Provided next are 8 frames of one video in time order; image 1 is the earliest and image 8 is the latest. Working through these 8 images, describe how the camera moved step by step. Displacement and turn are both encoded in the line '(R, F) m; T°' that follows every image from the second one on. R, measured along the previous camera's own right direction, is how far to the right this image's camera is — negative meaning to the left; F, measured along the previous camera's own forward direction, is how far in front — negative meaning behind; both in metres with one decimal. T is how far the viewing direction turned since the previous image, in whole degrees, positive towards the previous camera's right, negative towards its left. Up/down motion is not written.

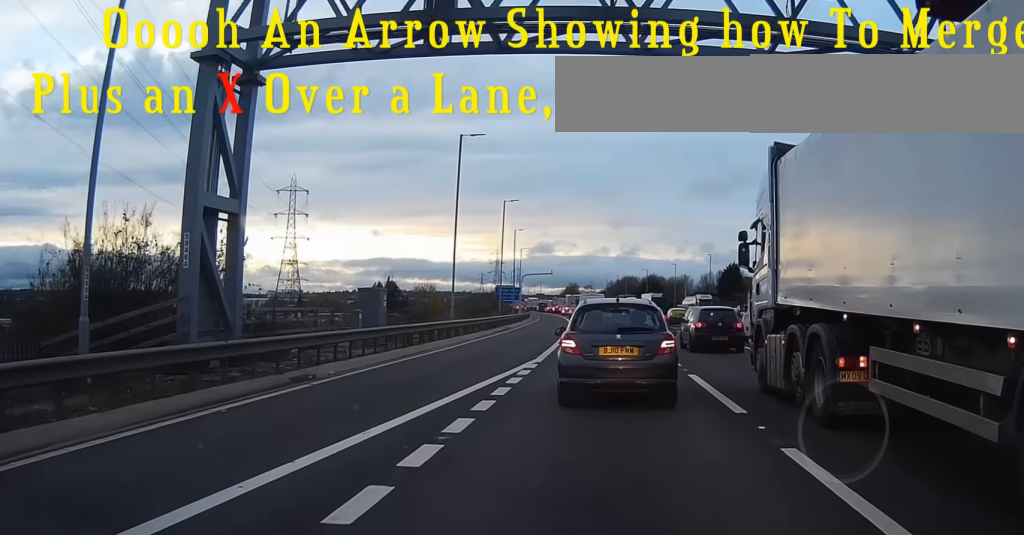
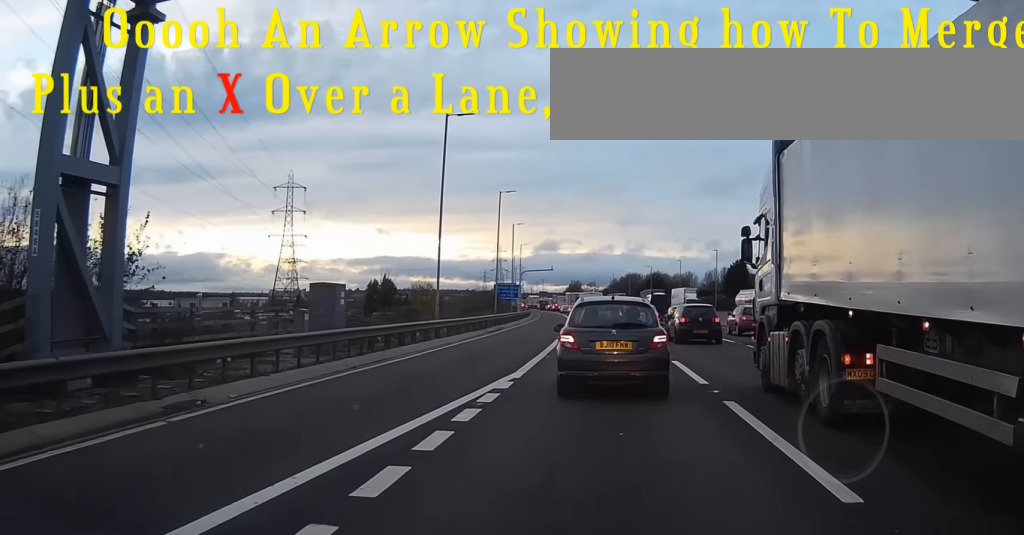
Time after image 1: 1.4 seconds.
(-0.2, +5.1) m; -1°
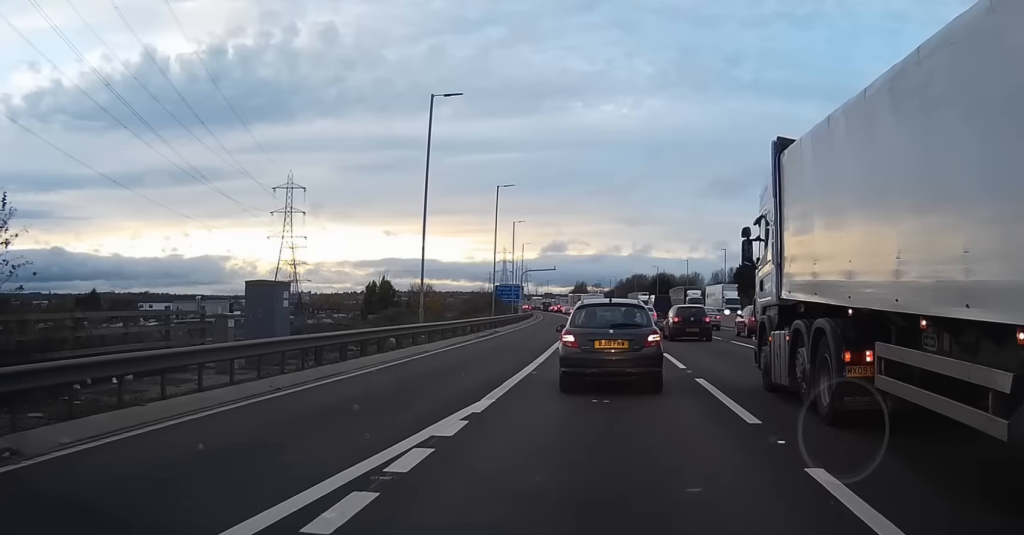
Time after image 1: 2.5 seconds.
(+0.1, +5.1) m; 0°
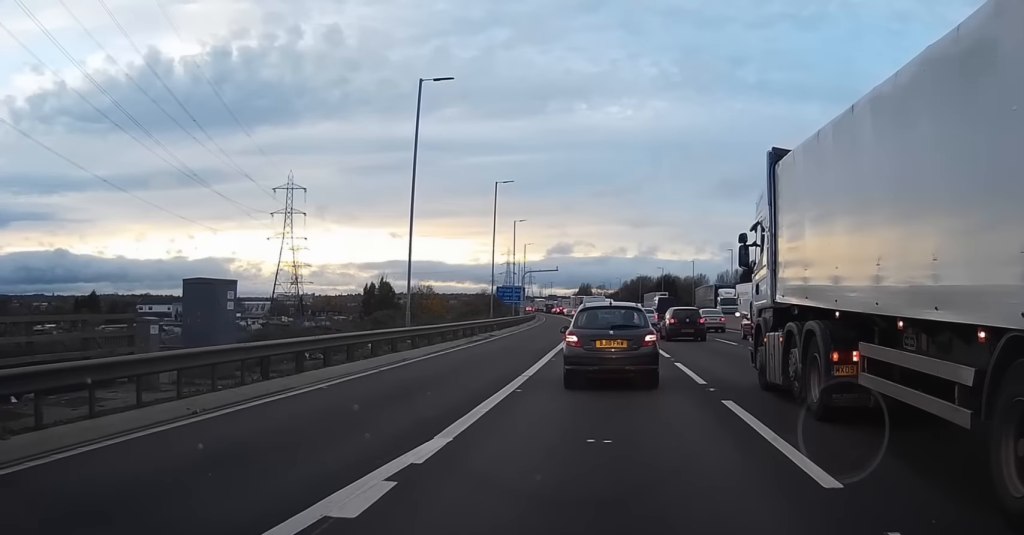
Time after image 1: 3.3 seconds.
(-0.1, +3.7) m; -1°
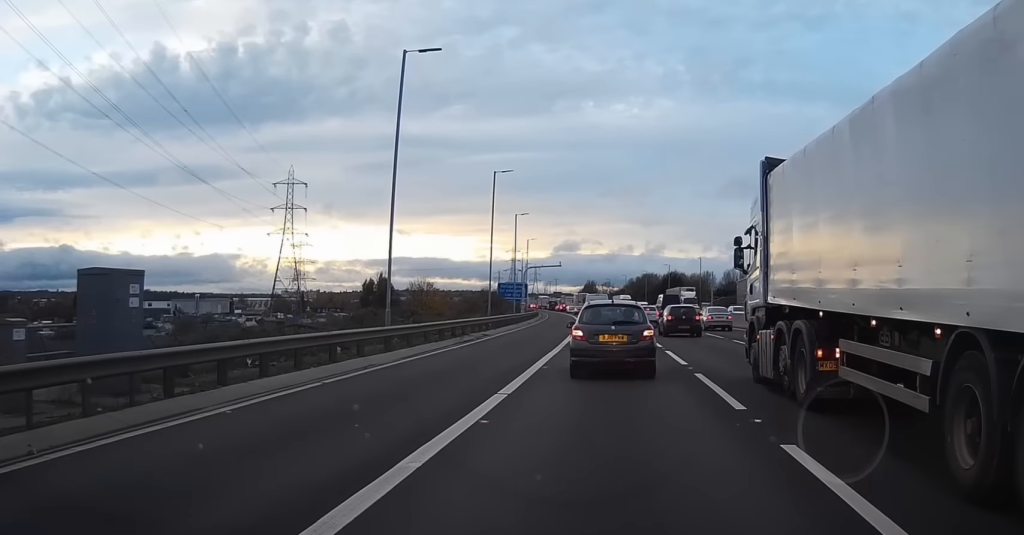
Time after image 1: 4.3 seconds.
(0.0, +4.5) m; 0°
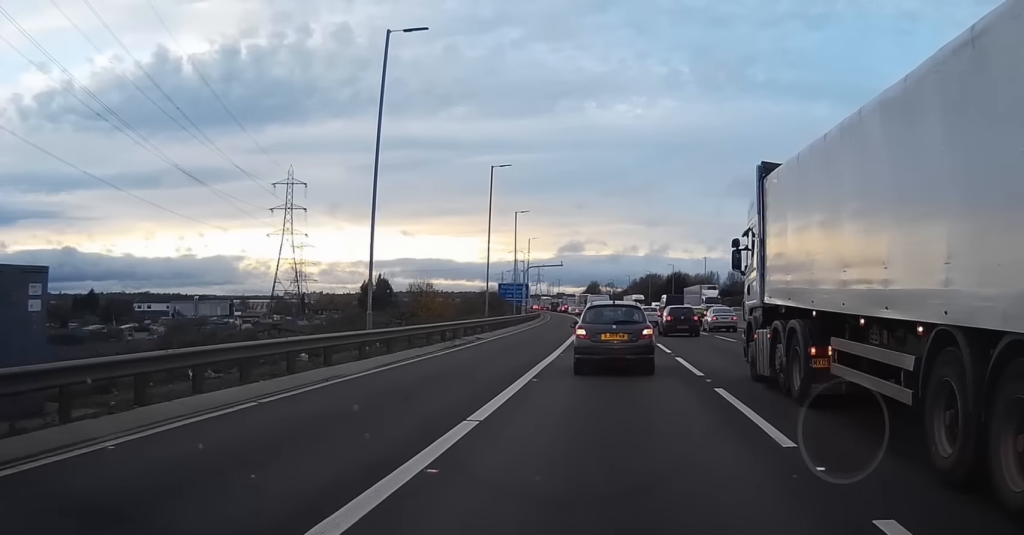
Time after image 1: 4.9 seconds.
(0.0, +2.2) m; 0°
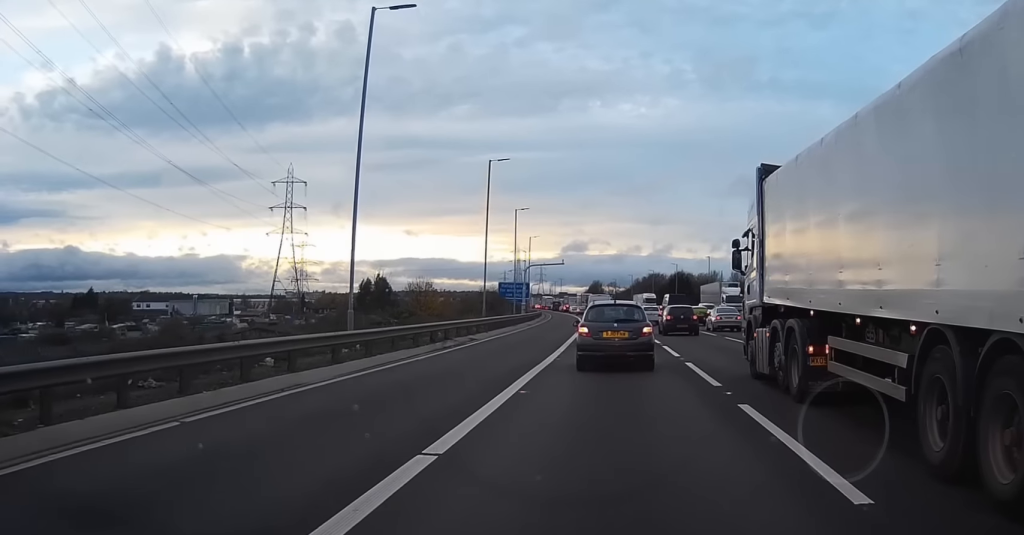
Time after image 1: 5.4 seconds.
(0.0, +1.8) m; 0°
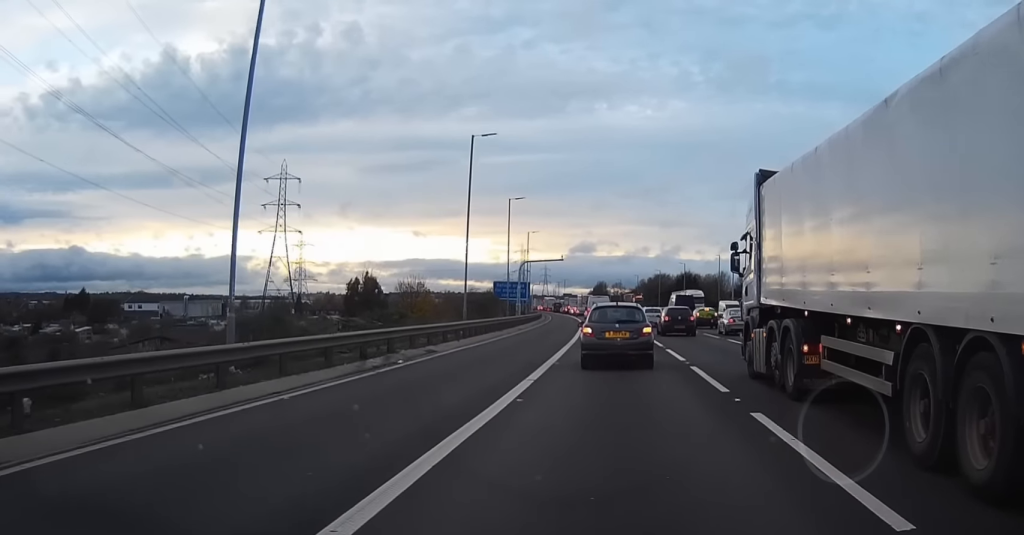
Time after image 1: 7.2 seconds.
(-0.2, +9.2) m; -3°
